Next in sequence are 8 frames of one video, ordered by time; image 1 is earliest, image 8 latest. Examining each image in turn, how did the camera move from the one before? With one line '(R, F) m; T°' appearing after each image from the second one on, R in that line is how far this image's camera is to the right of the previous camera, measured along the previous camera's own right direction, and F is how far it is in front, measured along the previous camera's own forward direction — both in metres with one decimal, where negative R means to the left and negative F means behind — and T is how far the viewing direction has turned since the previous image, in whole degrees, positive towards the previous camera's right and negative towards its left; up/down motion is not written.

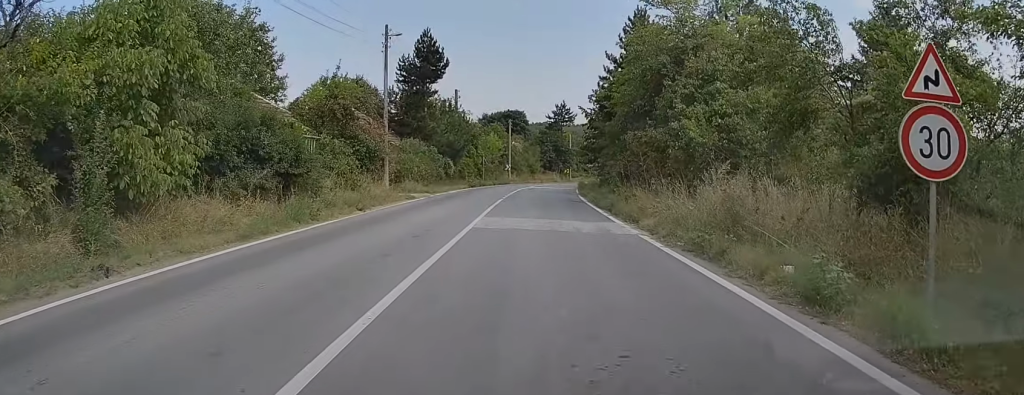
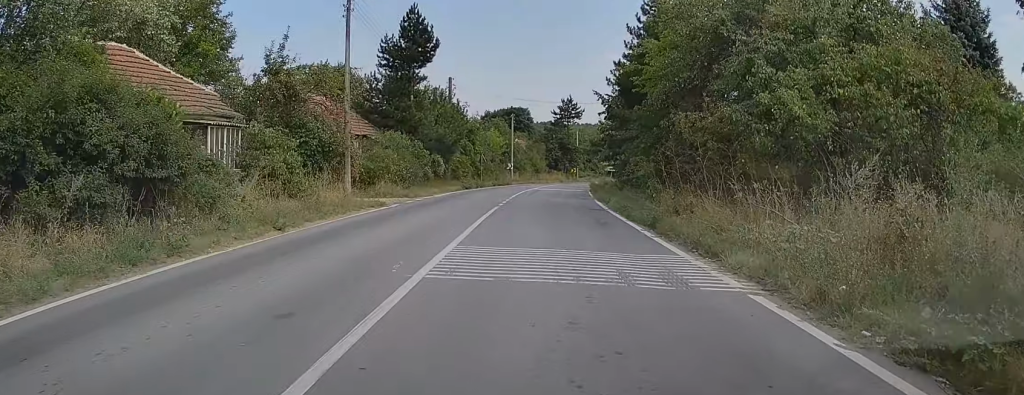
(+0.2, +7.6) m; +1°
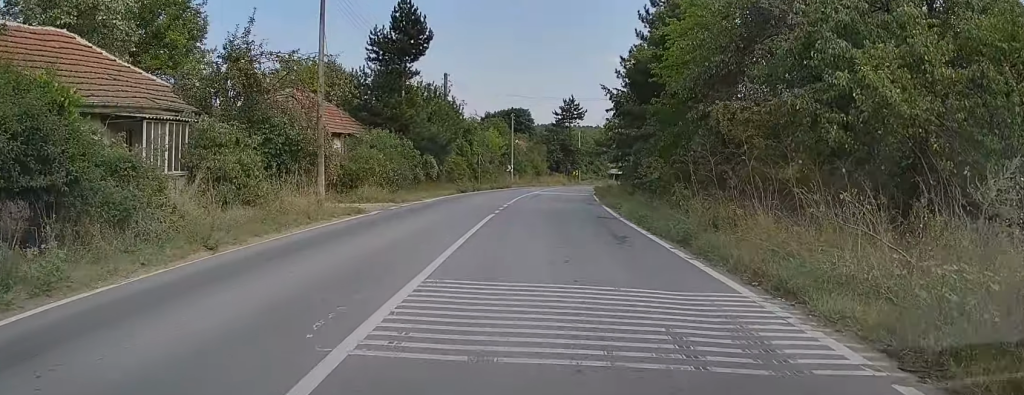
(0.0, +3.4) m; 0°
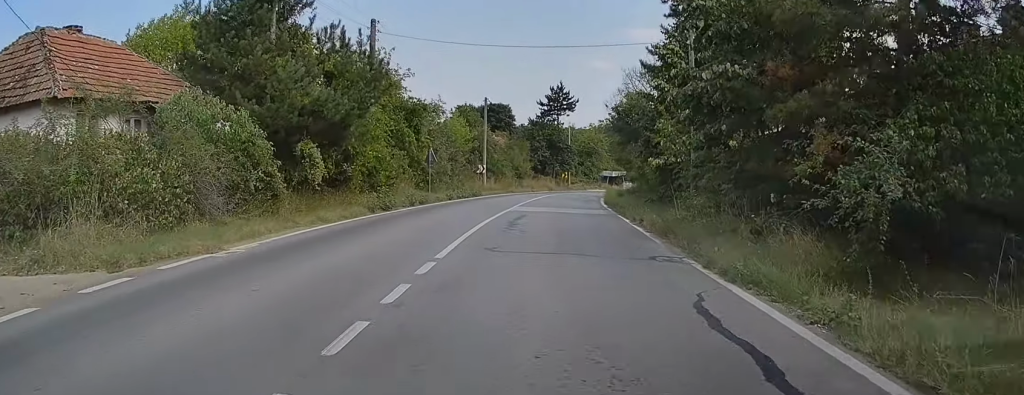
(+0.2, +18.9) m; +3°
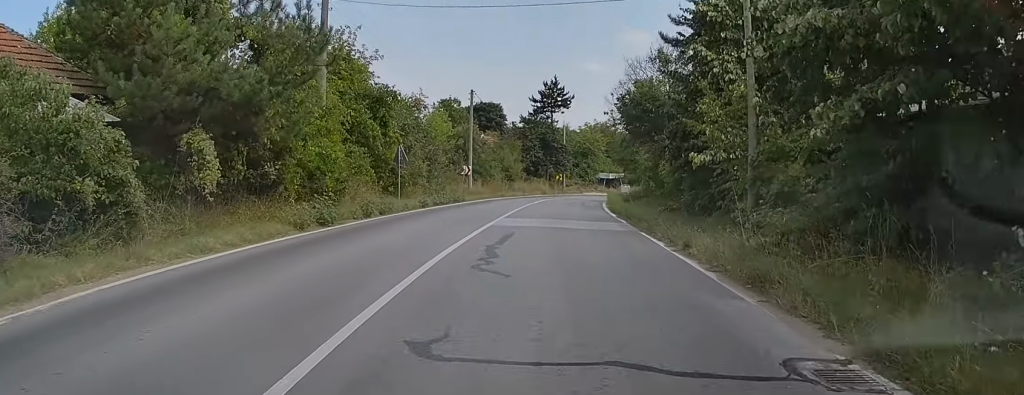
(+0.1, +6.6) m; +1°
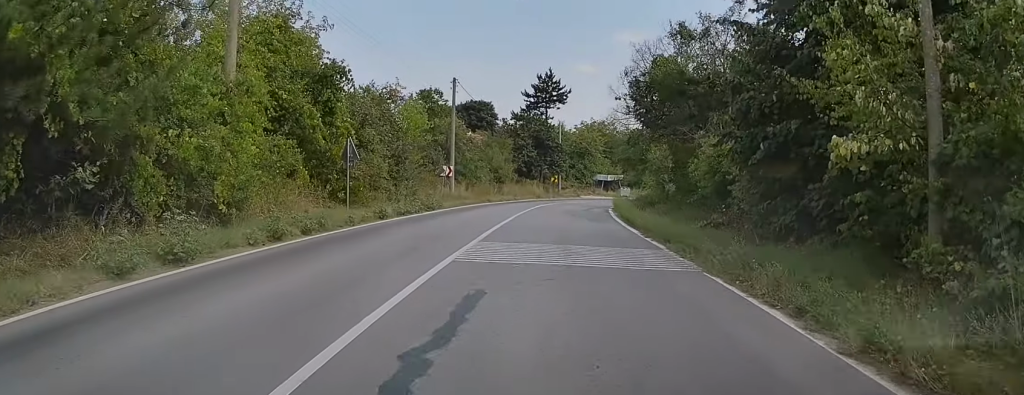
(+0.1, +7.5) m; +1°
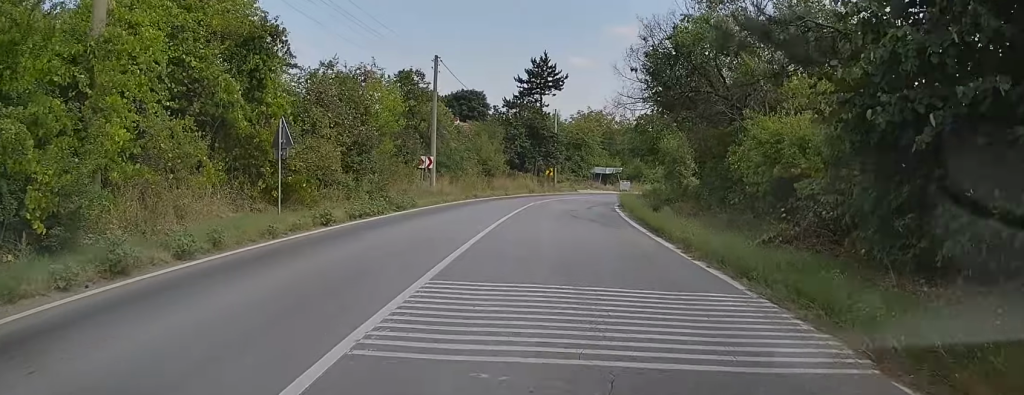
(-0.1, +5.9) m; +1°
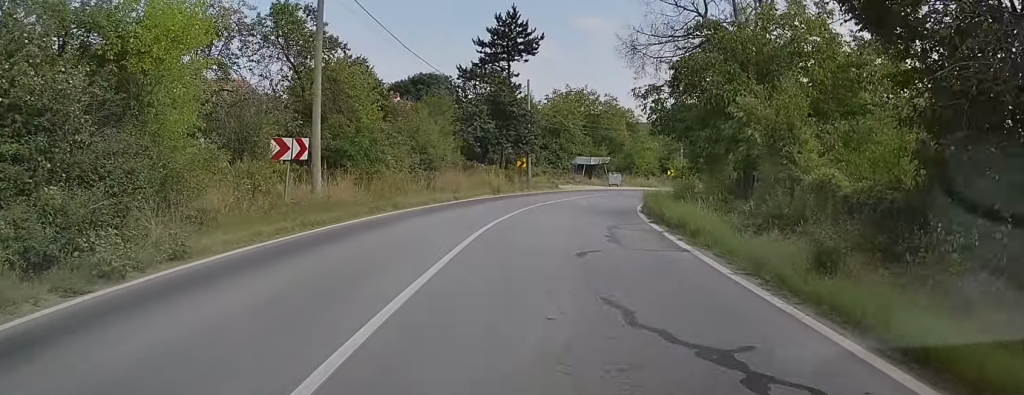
(+0.5, +17.7) m; +3°
